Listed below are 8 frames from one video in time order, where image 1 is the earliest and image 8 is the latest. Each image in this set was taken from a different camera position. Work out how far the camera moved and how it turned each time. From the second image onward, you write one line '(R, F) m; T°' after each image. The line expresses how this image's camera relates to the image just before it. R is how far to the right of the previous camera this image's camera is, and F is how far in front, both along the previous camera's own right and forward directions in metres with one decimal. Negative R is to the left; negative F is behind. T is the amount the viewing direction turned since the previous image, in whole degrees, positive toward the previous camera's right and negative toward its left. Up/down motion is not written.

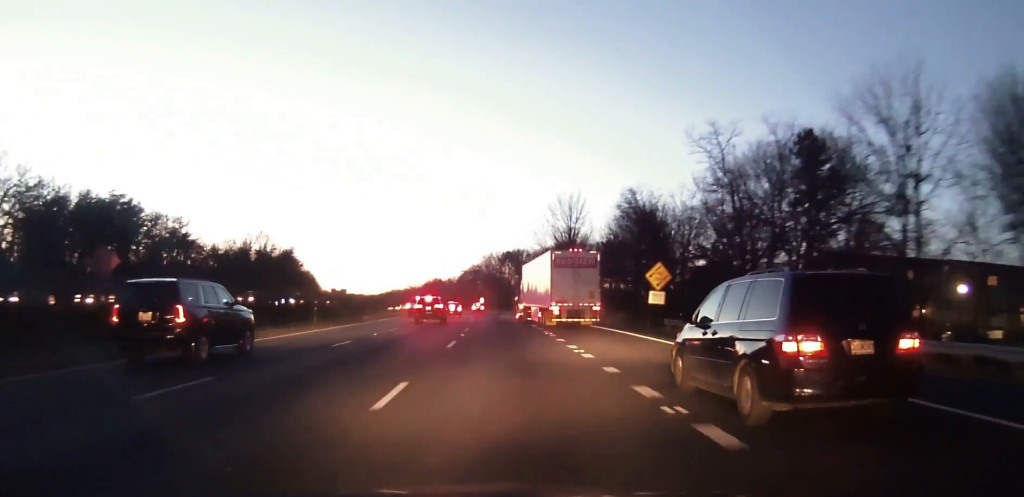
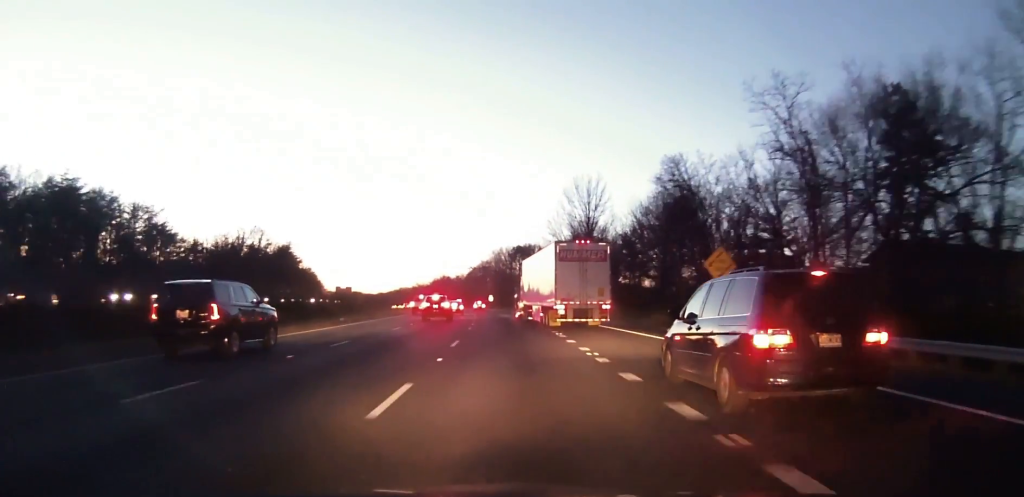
(0.0, +14.3) m; -1°
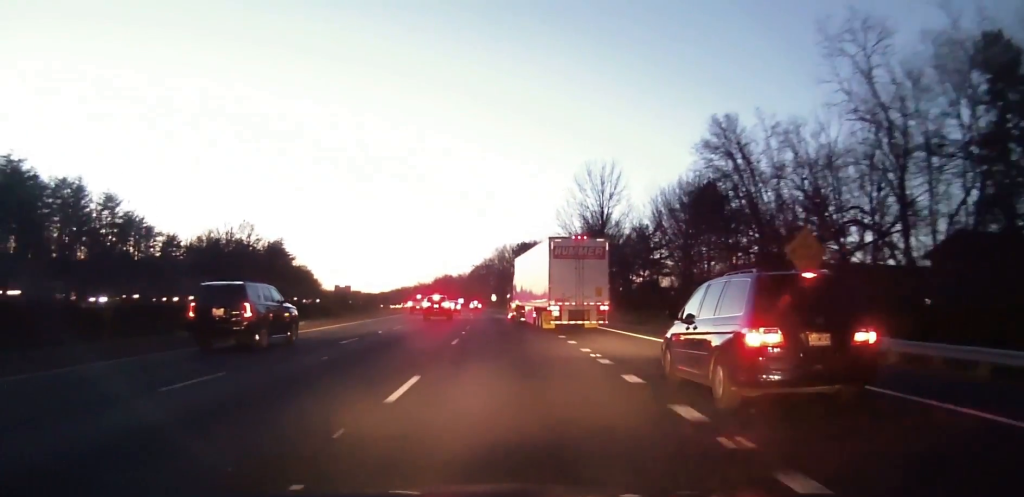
(-0.2, +11.7) m; -1°
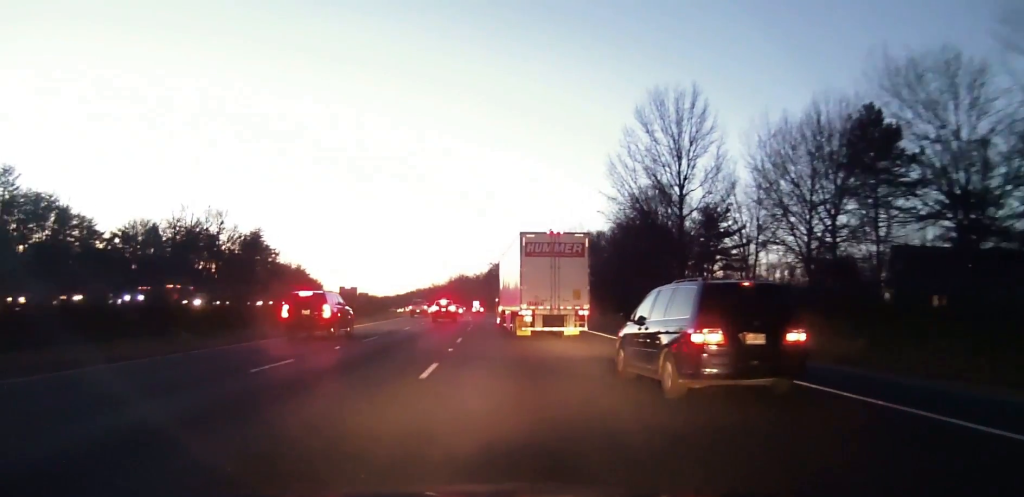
(-1.3, +36.7) m; -2°
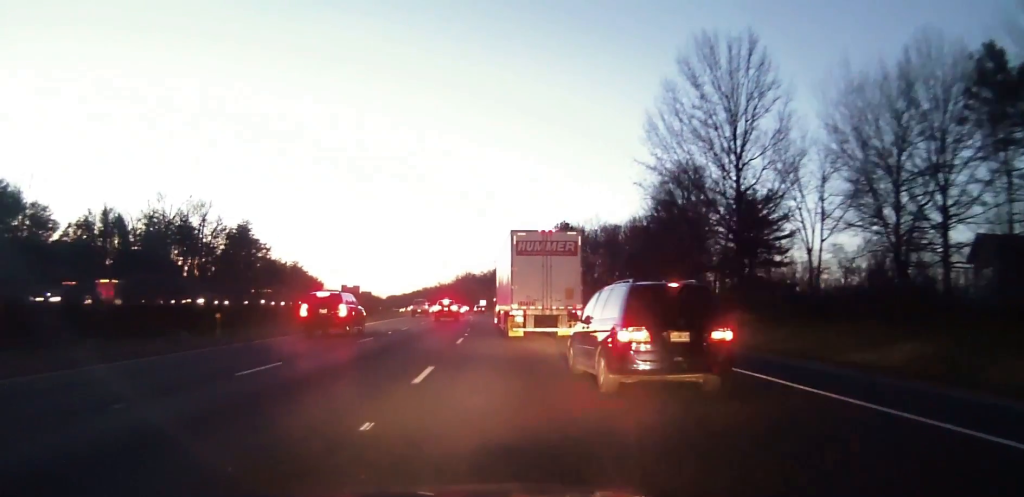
(+0.5, +13.2) m; 0°
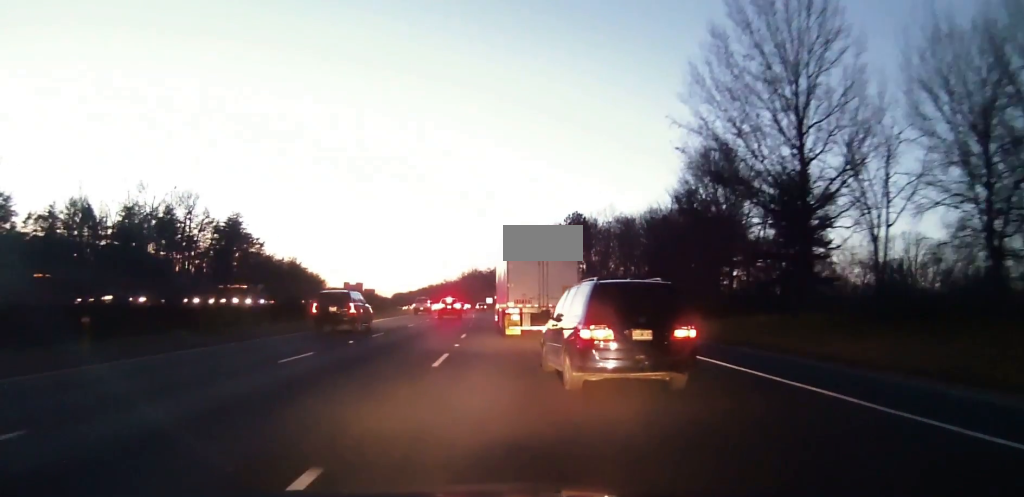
(-0.4, +9.5) m; -2°
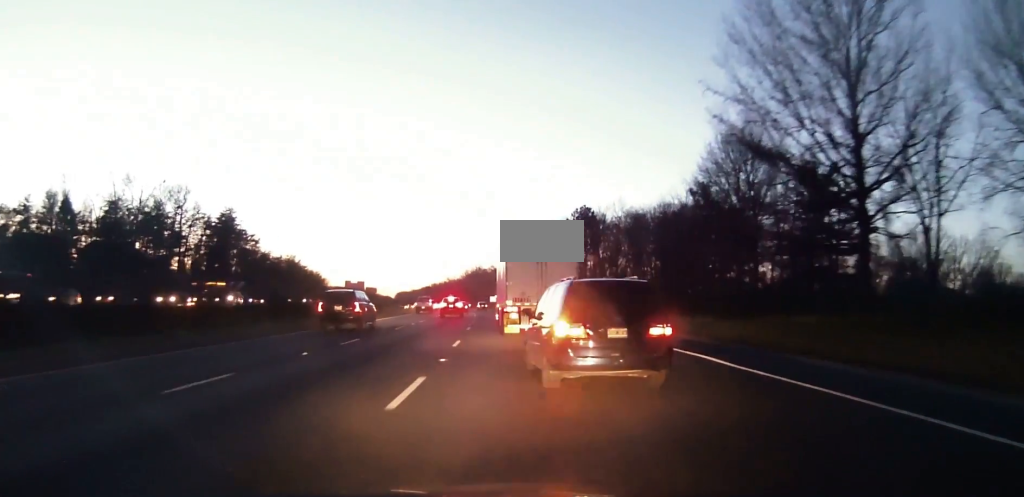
(-0.1, +6.0) m; -1°
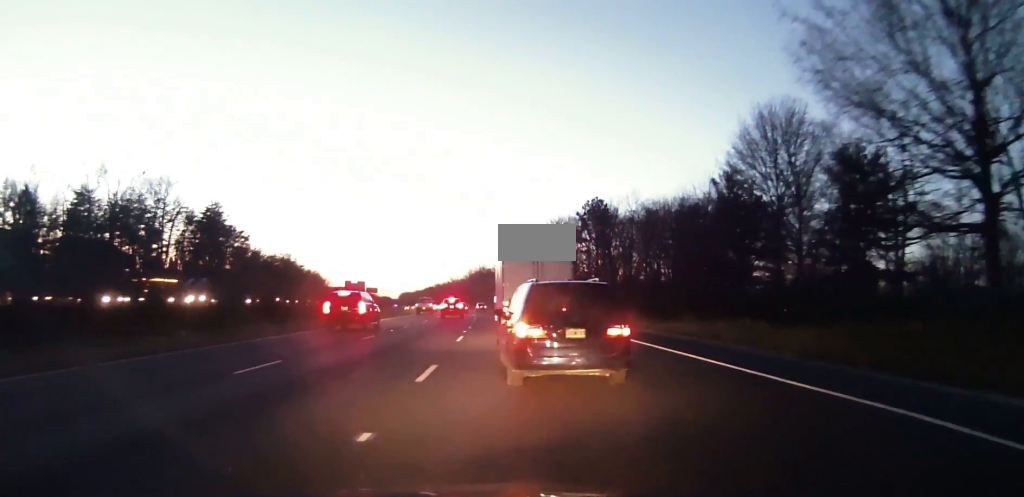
(0.0, +9.4) m; 0°
